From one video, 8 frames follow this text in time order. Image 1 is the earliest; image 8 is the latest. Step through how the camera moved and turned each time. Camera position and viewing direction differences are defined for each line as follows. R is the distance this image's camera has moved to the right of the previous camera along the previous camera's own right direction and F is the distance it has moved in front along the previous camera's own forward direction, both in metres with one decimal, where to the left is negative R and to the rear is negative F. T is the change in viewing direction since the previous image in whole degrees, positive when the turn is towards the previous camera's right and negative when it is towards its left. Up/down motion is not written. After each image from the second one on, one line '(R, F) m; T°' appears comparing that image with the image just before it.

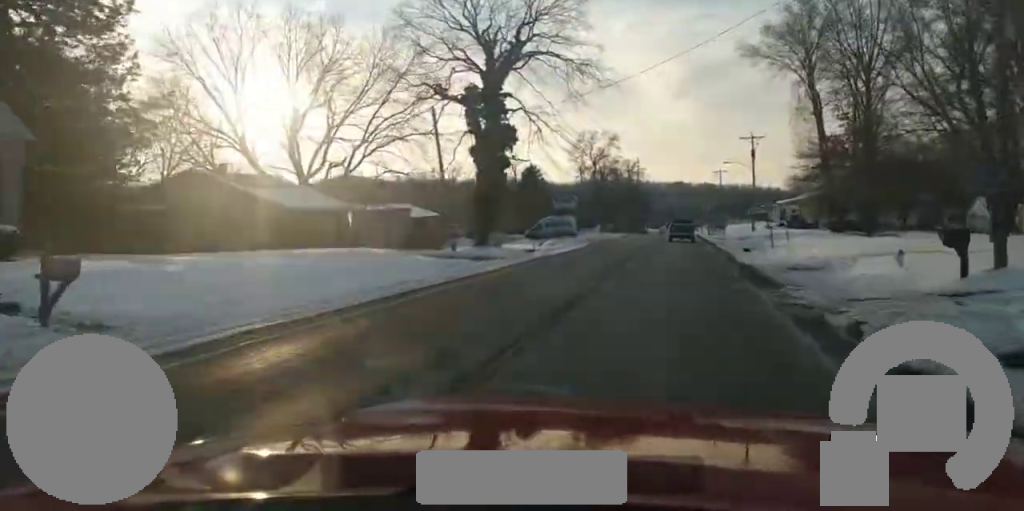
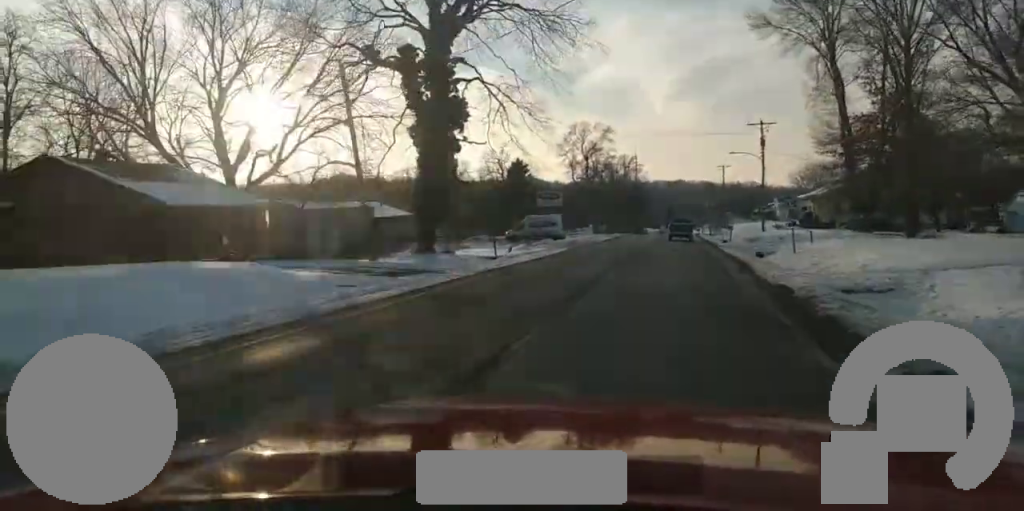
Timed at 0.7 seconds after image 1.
(0.0, +10.0) m; 0°
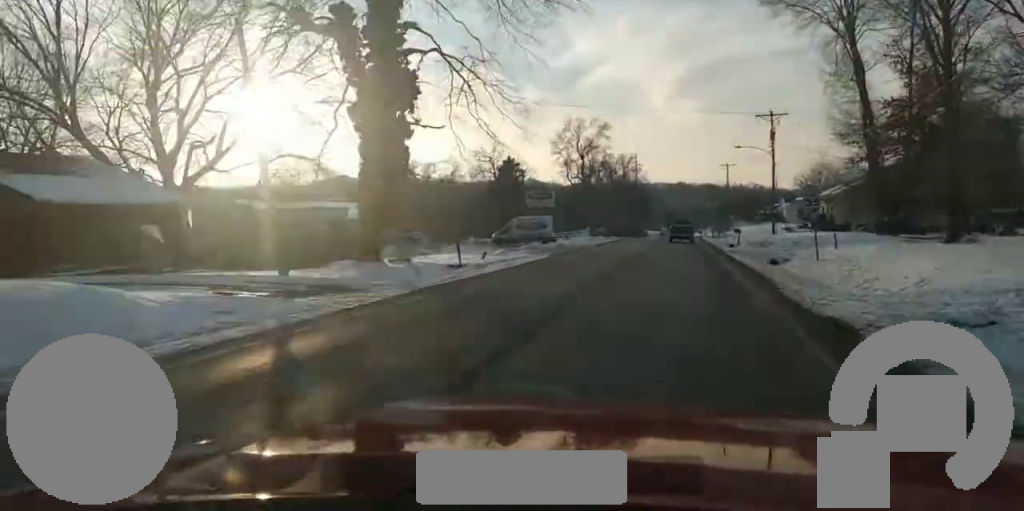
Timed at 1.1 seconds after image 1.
(0.0, +6.6) m; 0°
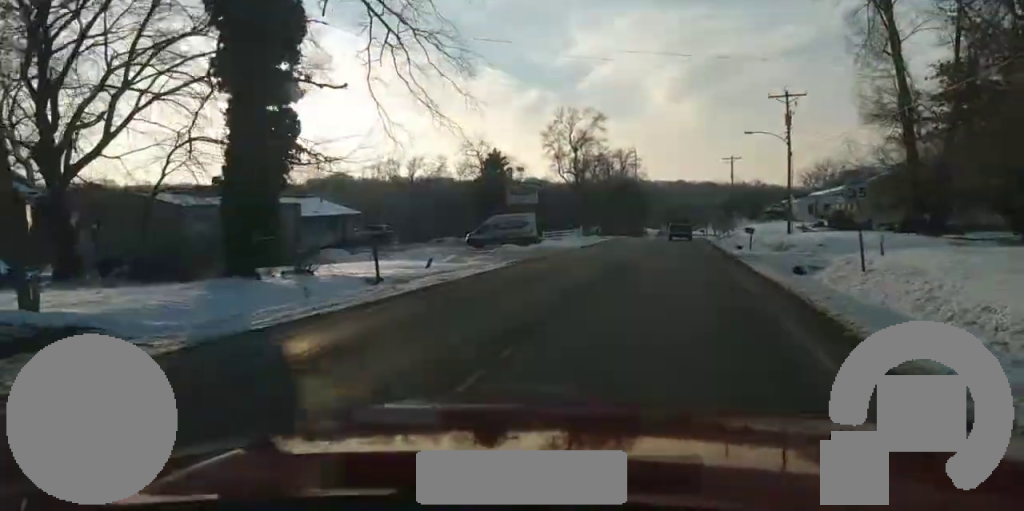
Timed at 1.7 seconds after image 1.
(0.0, +8.7) m; 0°
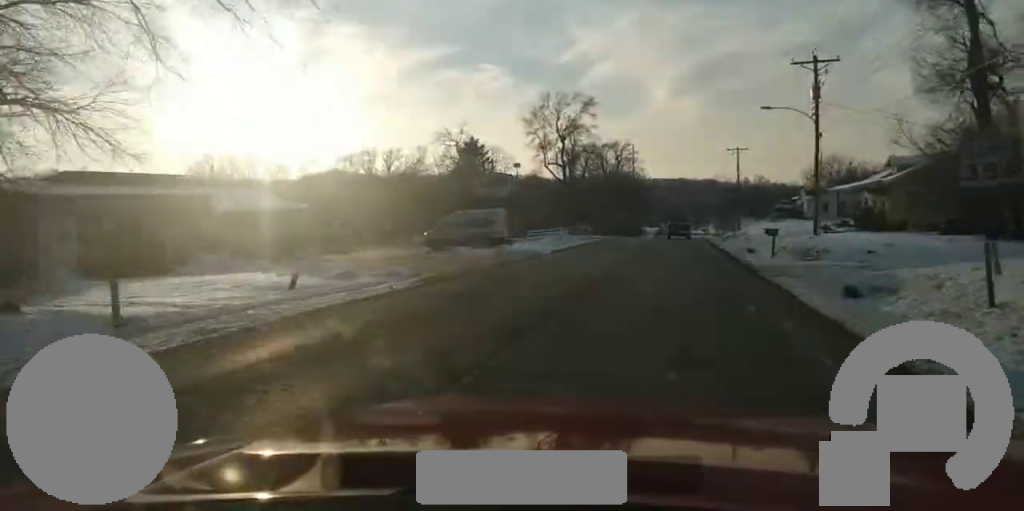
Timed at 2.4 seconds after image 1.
(0.0, +10.8) m; 0°
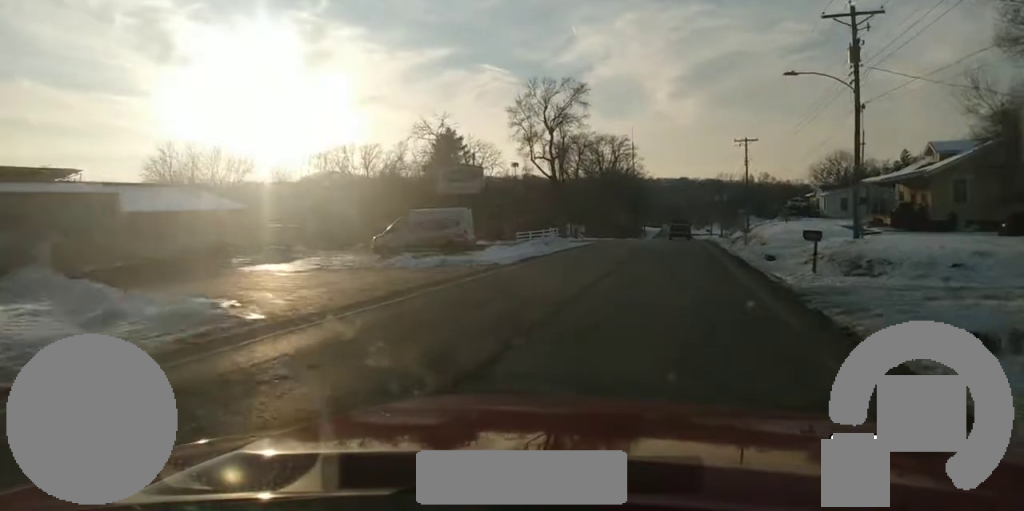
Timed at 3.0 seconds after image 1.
(0.0, +9.4) m; 0°
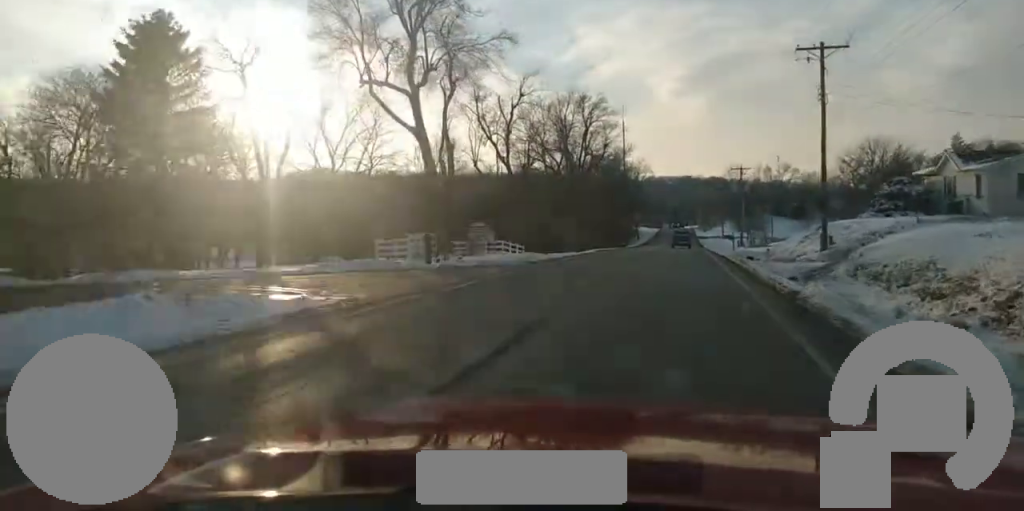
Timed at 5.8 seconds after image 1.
(0.0, +45.1) m; -1°
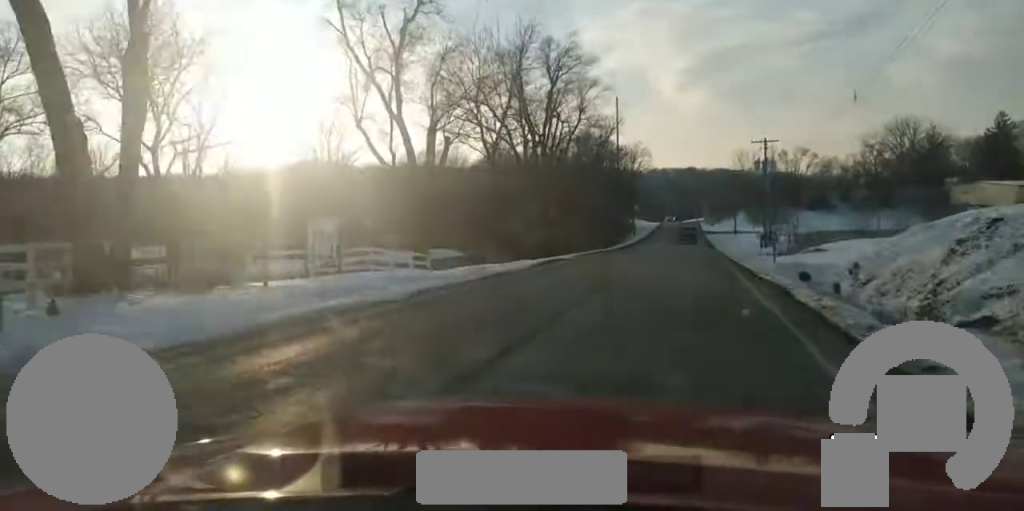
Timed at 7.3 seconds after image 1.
(-0.5, +26.3) m; -2°
